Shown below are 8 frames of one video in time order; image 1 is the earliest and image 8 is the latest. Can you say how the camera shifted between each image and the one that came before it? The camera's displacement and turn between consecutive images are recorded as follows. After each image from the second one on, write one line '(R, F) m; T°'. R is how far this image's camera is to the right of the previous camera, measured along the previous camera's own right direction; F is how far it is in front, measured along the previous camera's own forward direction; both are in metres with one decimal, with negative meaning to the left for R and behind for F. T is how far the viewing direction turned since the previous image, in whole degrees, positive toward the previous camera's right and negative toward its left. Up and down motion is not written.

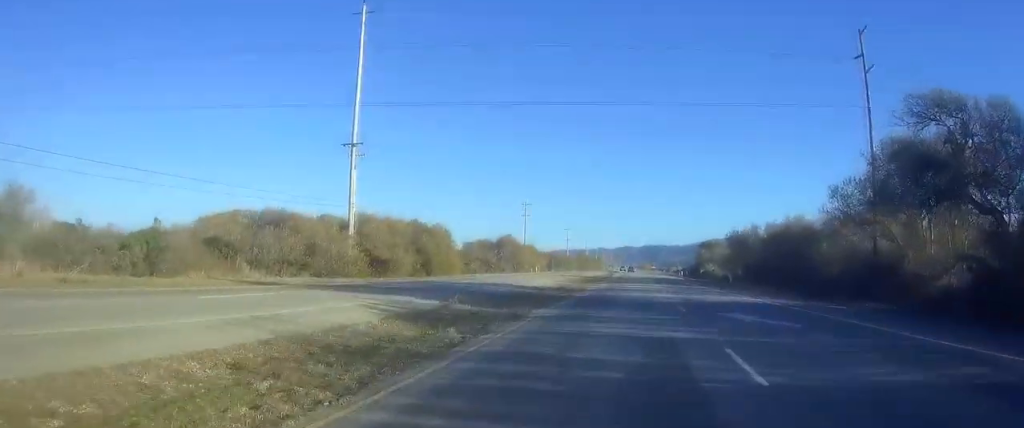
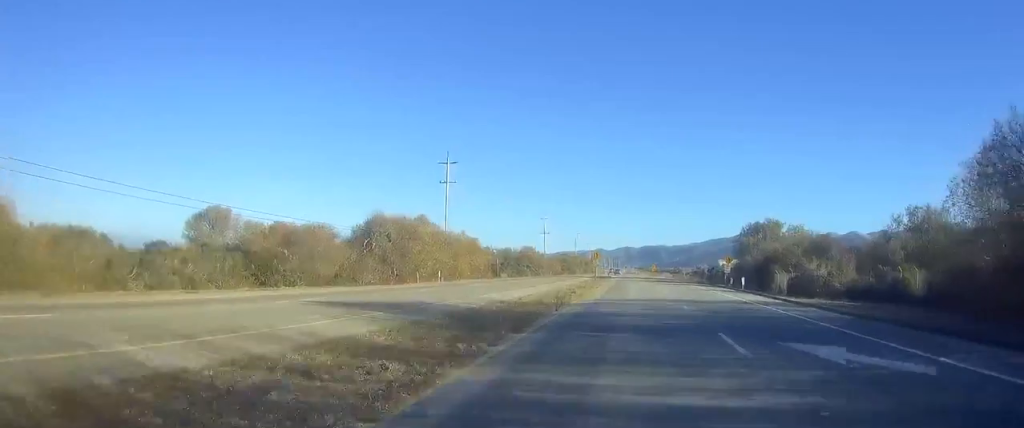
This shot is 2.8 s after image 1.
(-1.7, +68.4) m; -1°
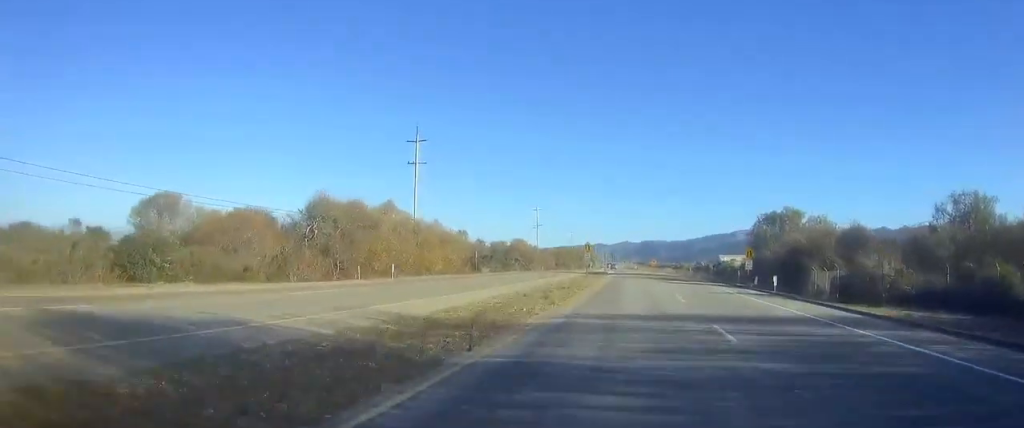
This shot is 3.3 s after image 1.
(+0.1, +13.3) m; +1°
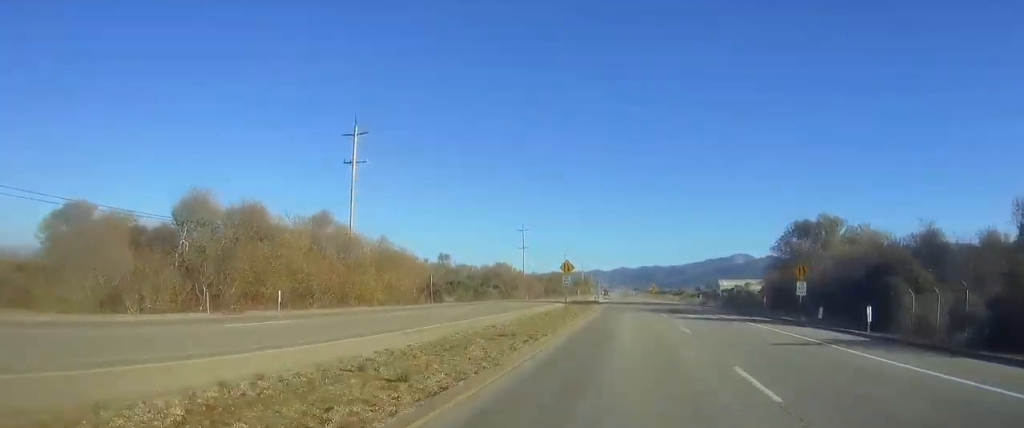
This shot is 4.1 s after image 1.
(+0.1, +18.4) m; +1°
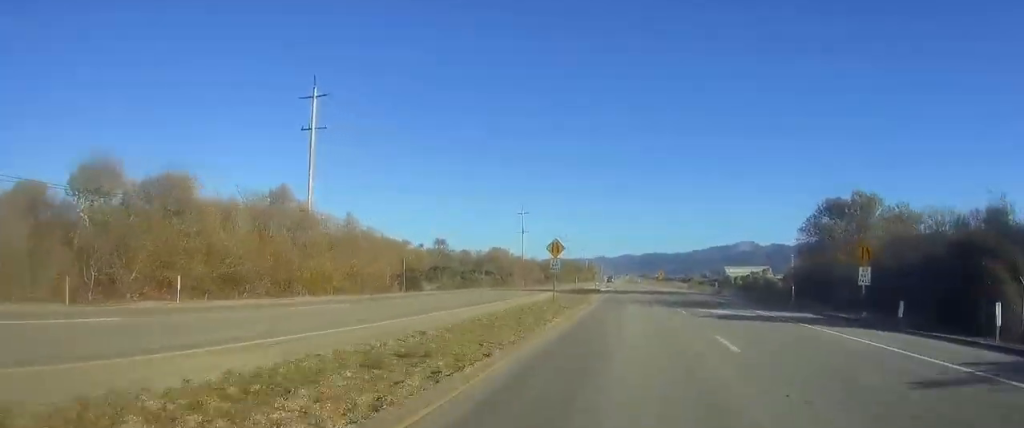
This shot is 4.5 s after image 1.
(+0.1, +9.9) m; 0°
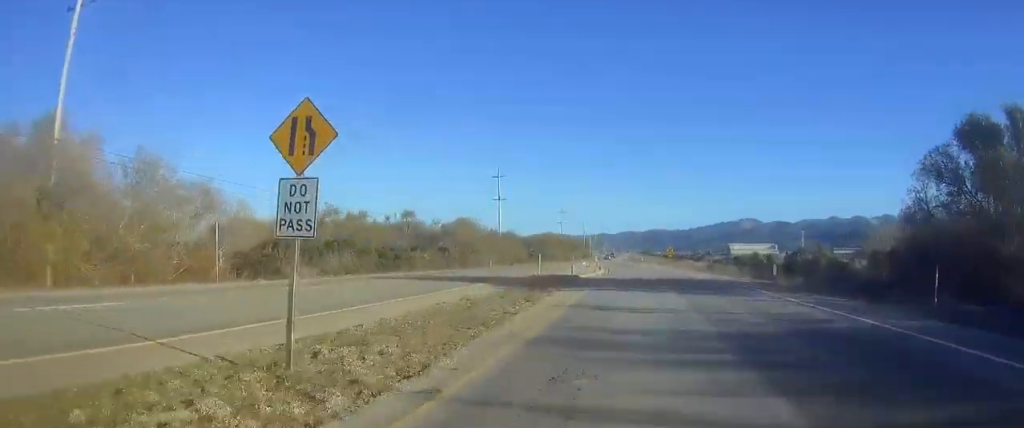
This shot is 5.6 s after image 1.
(0.0, +28.5) m; -1°
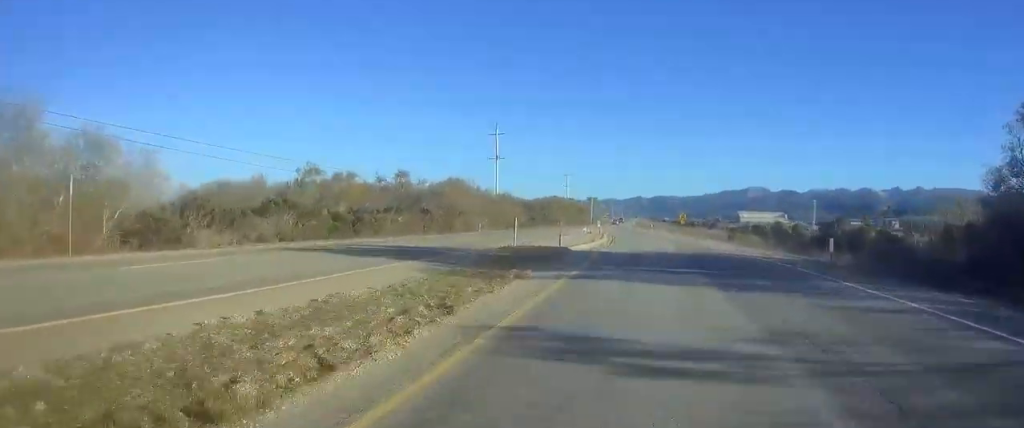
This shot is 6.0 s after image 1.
(0.0, +11.0) m; 0°
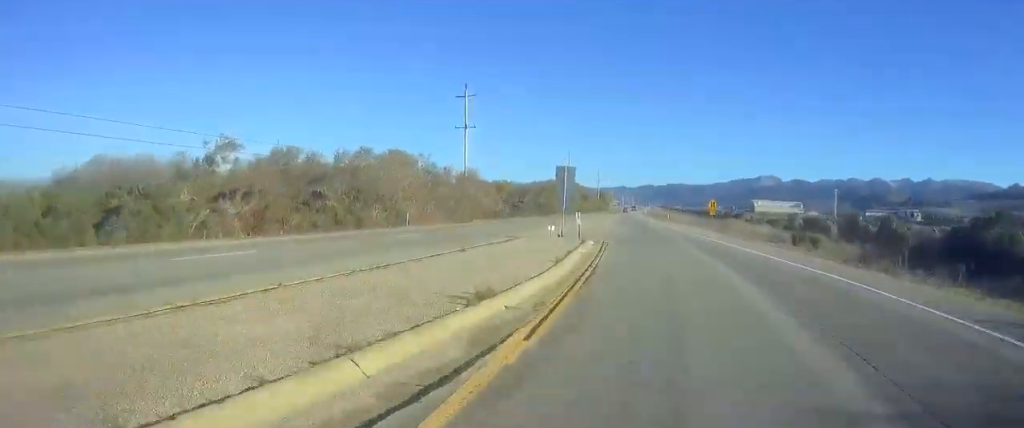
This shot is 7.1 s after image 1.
(-0.3, +28.7) m; 0°
